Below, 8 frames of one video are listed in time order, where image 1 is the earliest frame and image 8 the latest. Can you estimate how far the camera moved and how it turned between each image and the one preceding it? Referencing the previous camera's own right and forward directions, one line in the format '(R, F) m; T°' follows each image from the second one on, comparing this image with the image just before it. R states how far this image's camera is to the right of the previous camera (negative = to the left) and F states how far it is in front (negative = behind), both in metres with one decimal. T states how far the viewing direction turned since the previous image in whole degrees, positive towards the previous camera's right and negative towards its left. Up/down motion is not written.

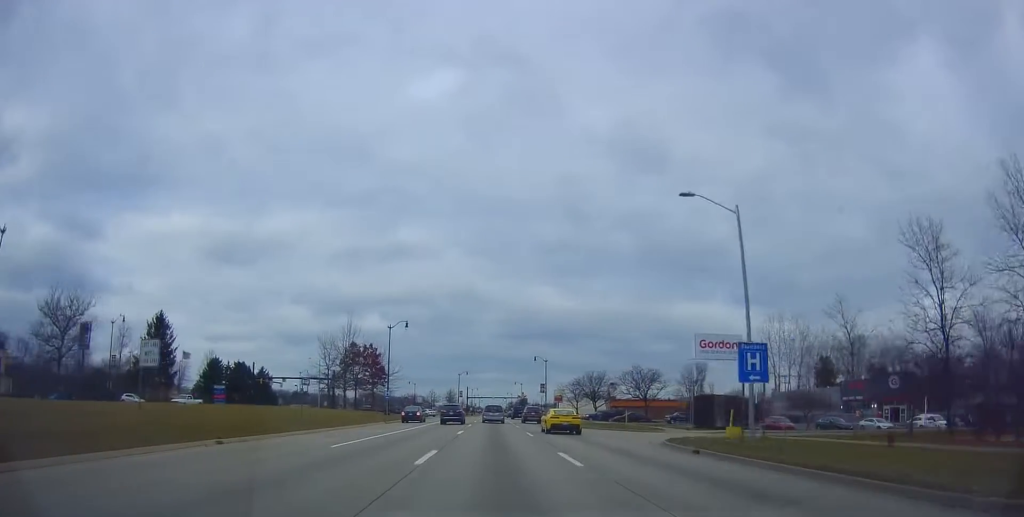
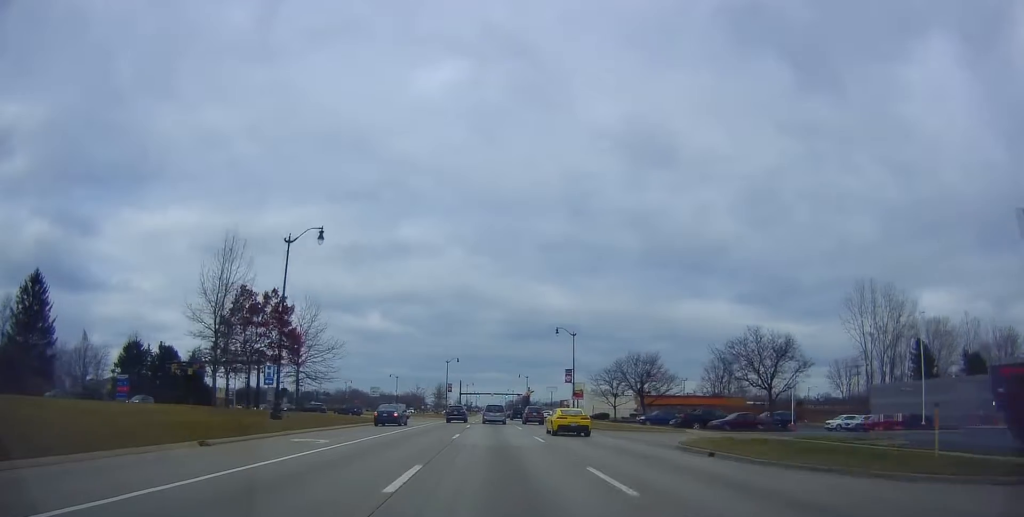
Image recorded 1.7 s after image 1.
(+0.3, +35.1) m; -1°
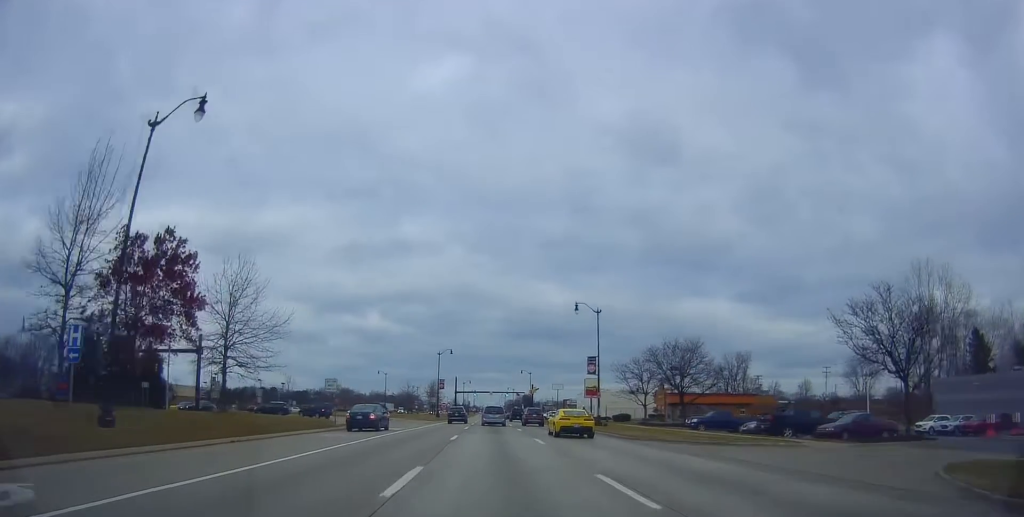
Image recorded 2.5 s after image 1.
(-0.1, +15.9) m; 0°
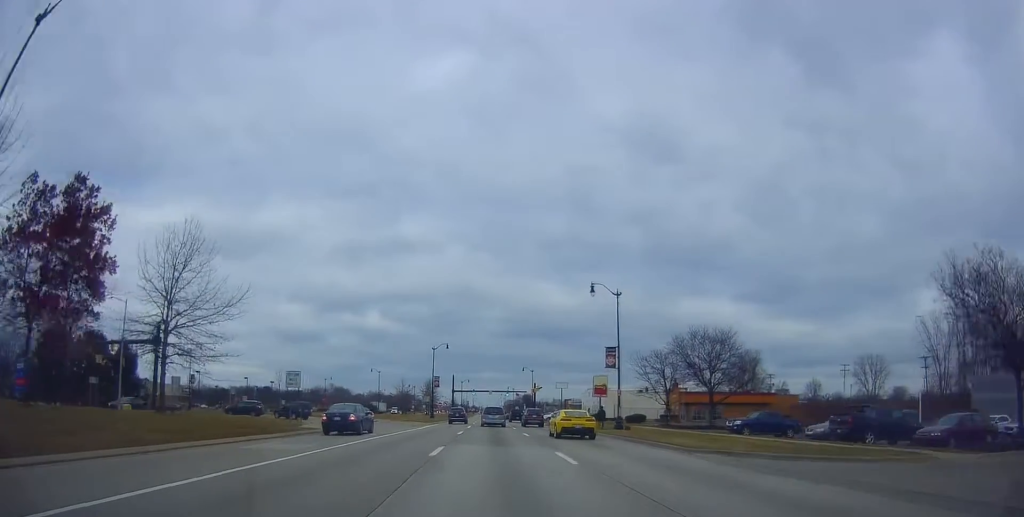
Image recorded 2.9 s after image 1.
(+0.2, +8.3) m; 0°
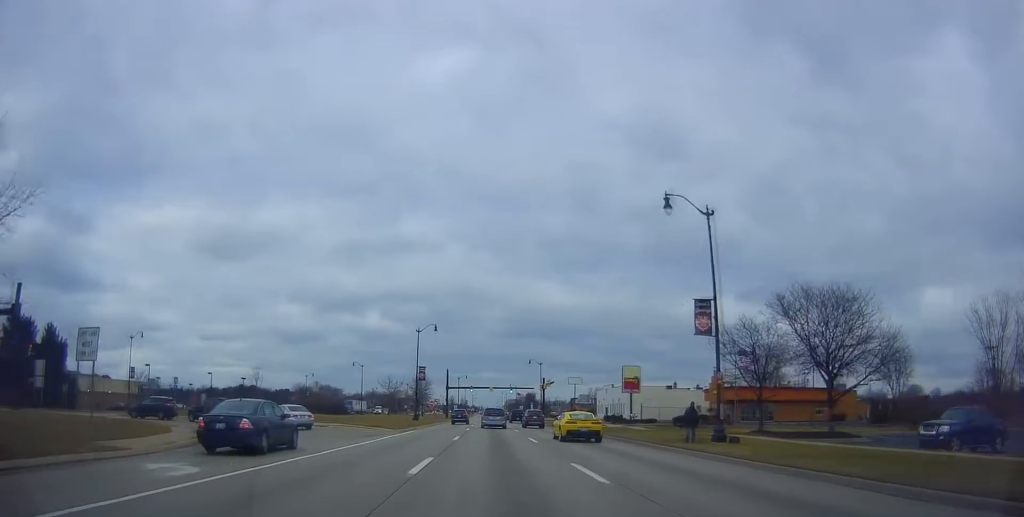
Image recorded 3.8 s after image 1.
(-0.3, +19.2) m; +1°
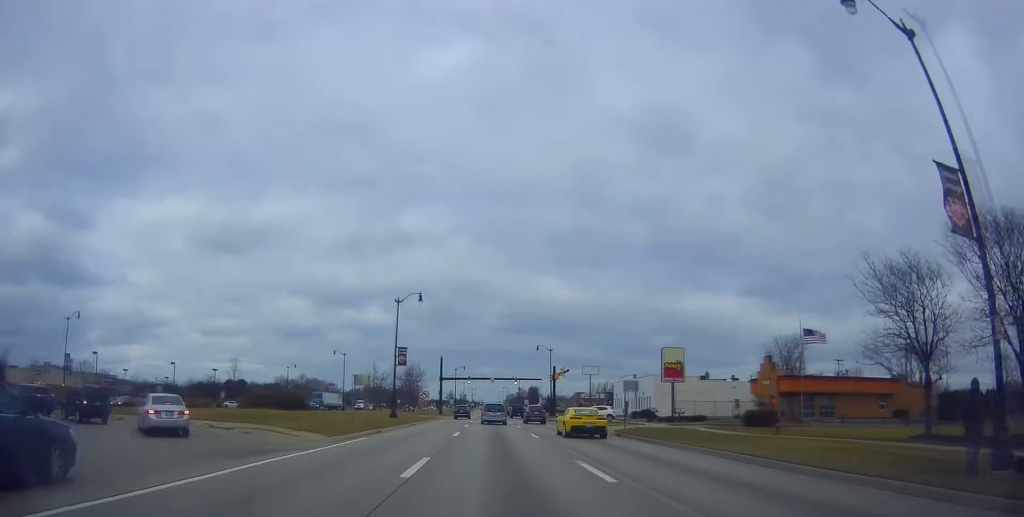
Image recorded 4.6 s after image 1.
(+0.3, +15.7) m; 0°
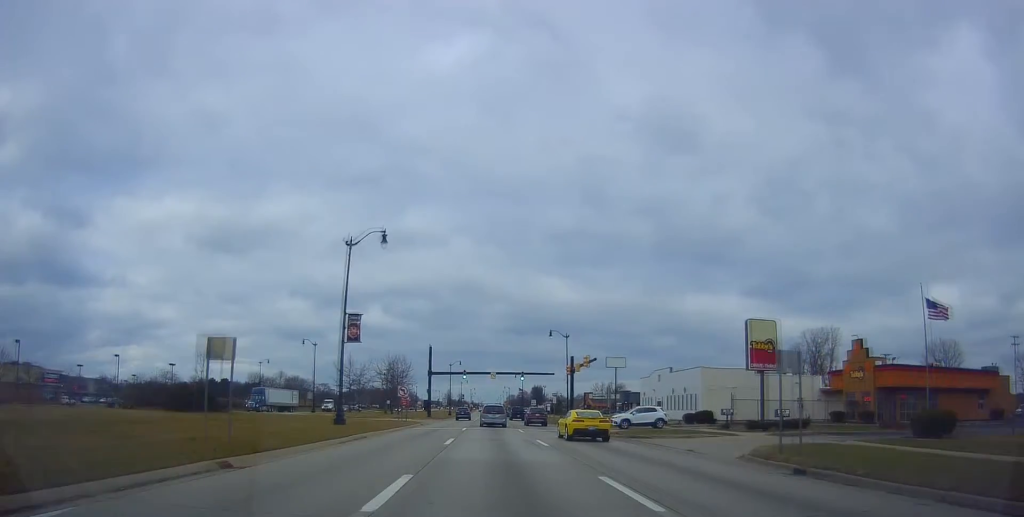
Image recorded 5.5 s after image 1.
(0.0, +18.4) m; 0°
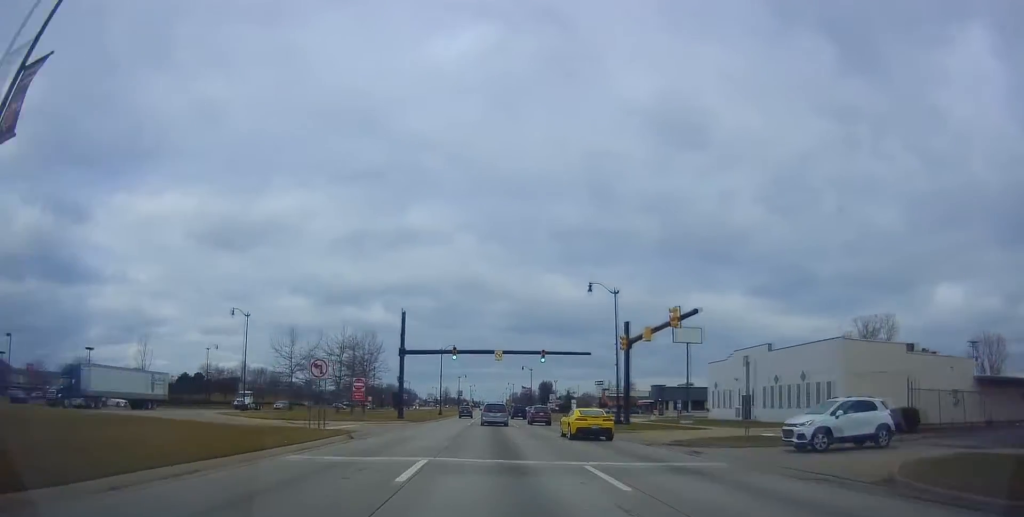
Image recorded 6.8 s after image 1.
(+0.1, +26.5) m; +1°
